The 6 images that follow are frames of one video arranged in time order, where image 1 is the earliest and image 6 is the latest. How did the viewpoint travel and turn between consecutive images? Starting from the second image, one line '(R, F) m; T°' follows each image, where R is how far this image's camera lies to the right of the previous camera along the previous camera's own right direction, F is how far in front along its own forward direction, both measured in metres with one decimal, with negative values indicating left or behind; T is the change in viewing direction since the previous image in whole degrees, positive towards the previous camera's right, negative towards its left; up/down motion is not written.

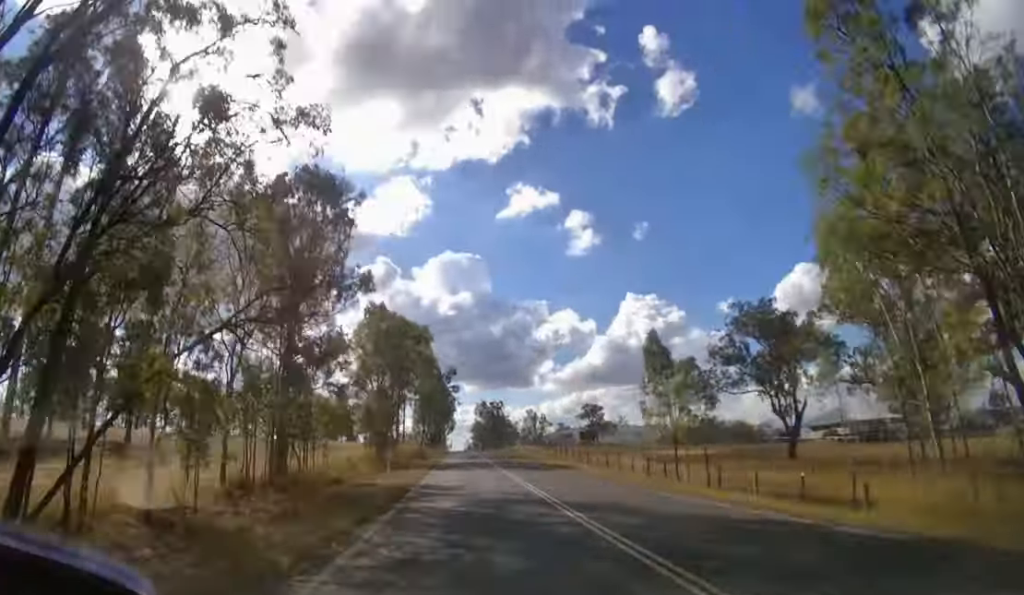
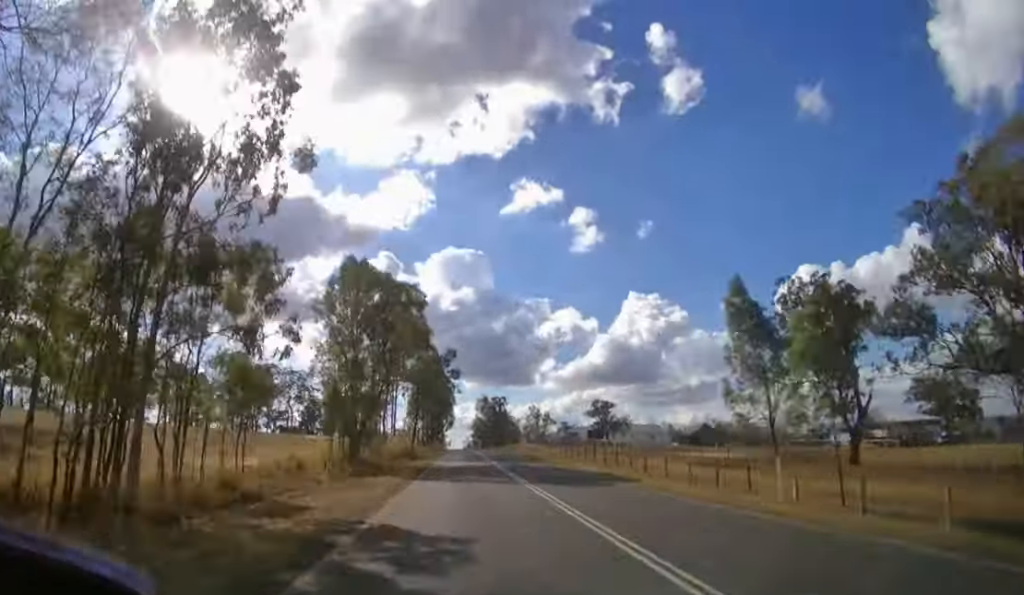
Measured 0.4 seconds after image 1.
(0.0, +9.1) m; 0°
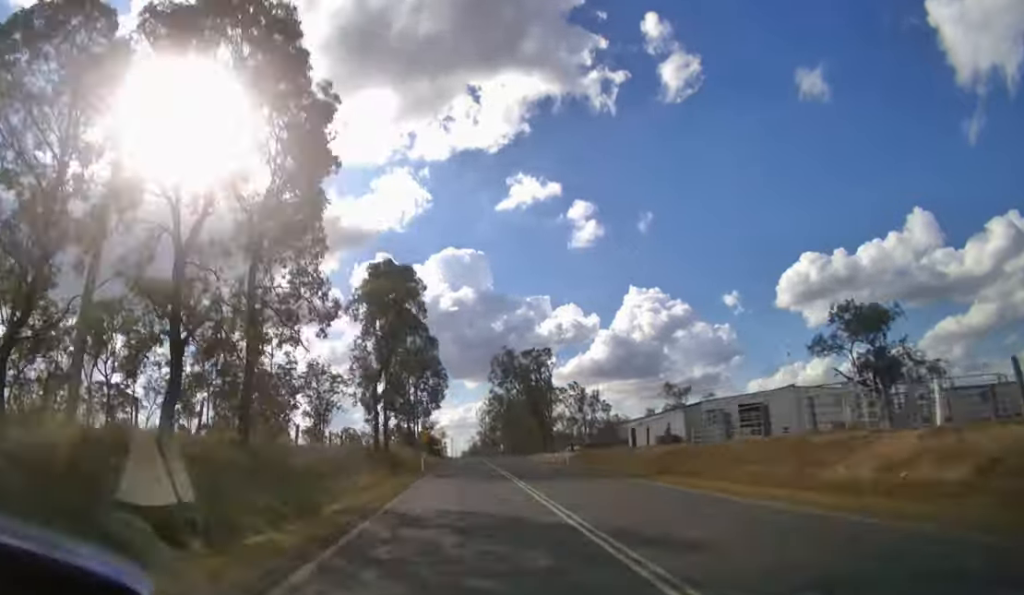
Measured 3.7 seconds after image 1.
(+0.3, +71.3) m; 0°
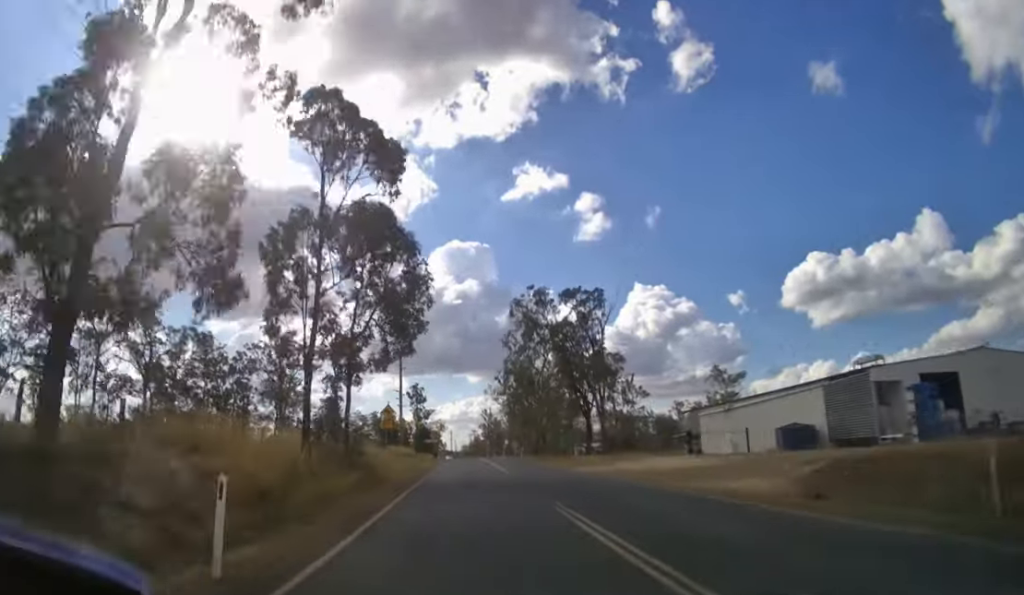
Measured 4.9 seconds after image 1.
(0.0, +30.2) m; 0°
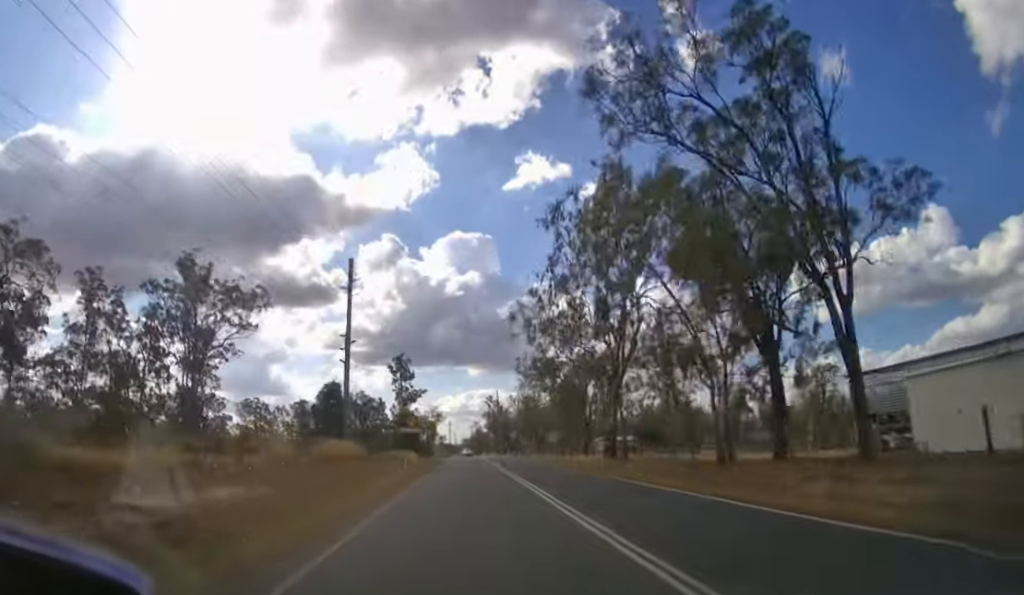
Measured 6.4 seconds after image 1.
(0.0, +38.7) m; 0°
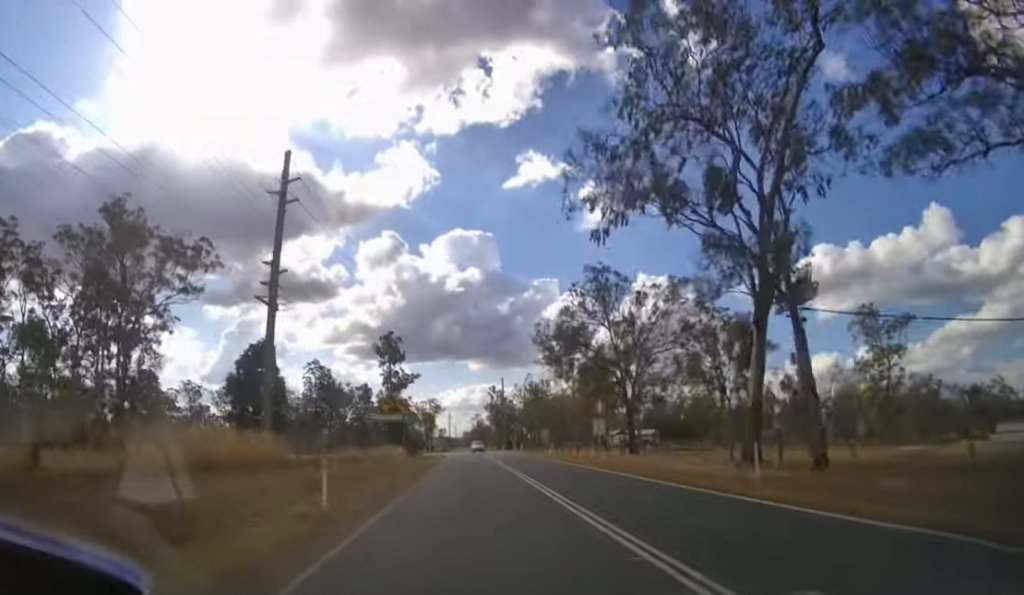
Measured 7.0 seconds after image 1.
(0.0, +19.1) m; 0°
